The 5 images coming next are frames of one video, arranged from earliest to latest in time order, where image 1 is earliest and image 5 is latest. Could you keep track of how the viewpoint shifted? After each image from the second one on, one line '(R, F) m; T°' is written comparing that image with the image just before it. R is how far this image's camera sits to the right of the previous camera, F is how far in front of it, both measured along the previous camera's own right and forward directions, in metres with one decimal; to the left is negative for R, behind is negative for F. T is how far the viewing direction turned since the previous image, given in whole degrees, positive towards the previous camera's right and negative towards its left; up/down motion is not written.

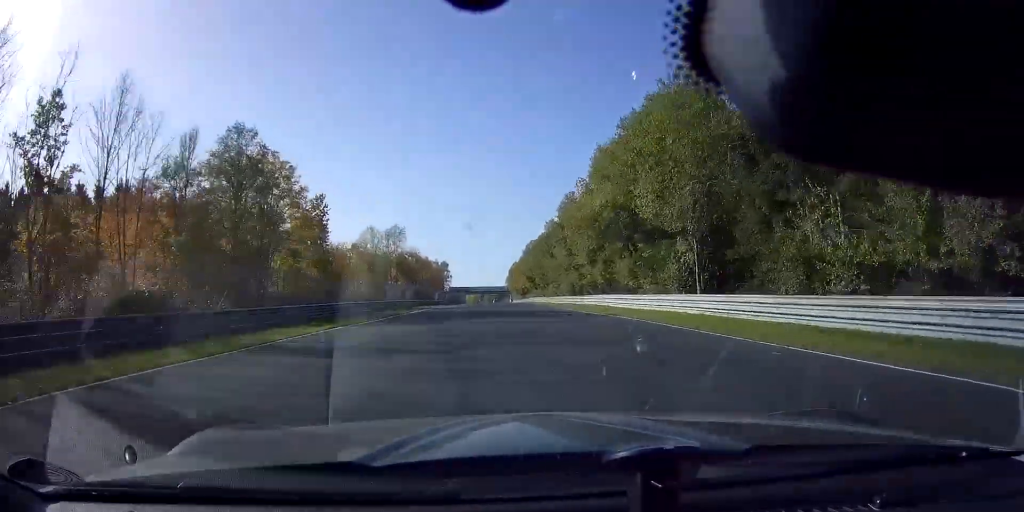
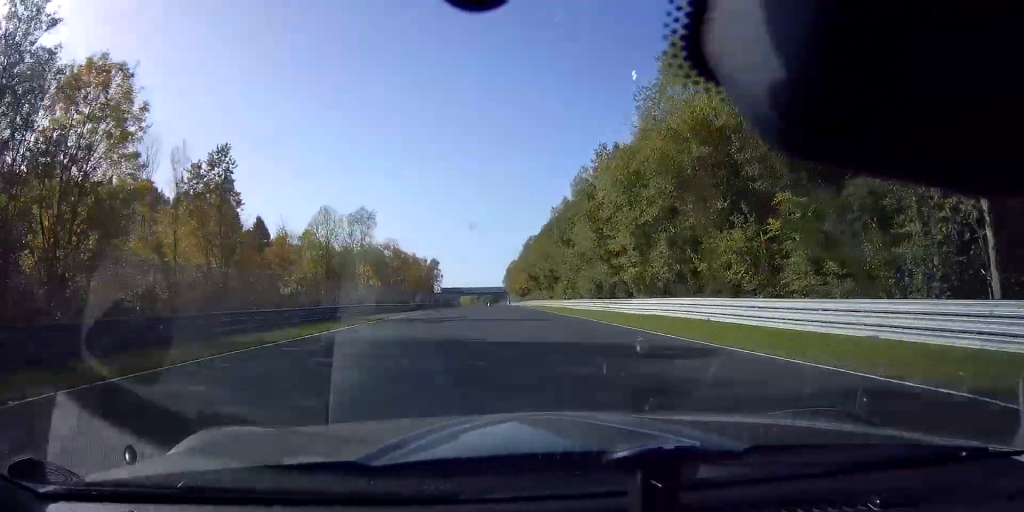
(+0.2, +21.4) m; 0°
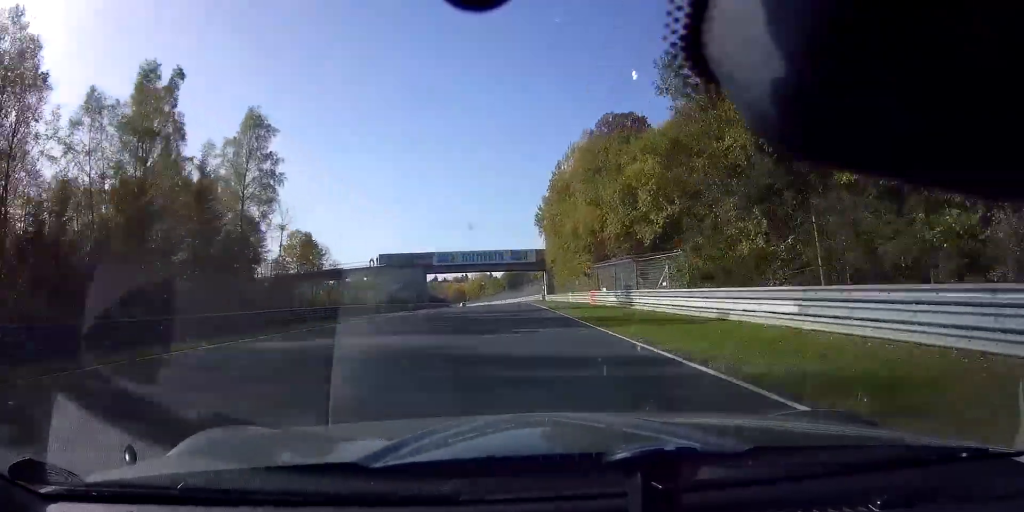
(-1.7, +141.5) m; -2°
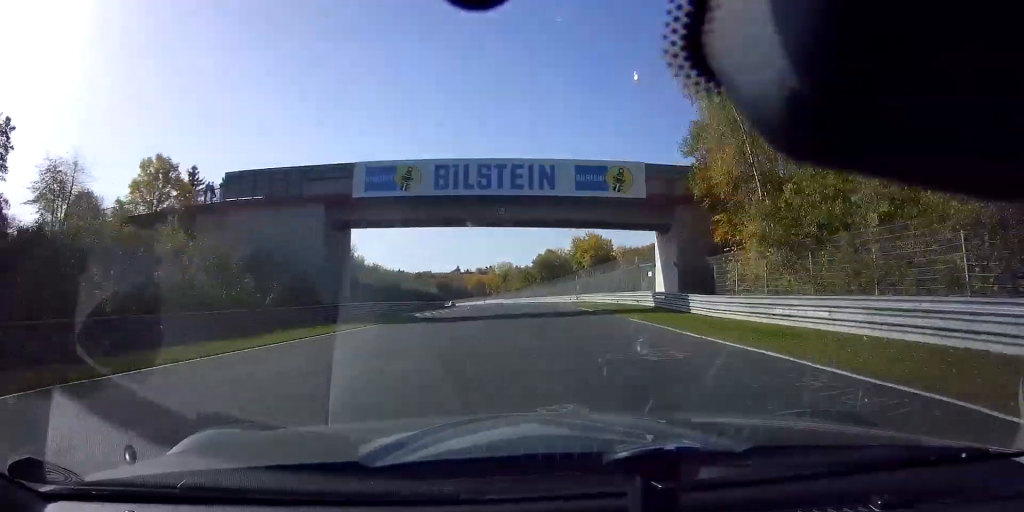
(-1.3, +61.8) m; -3°
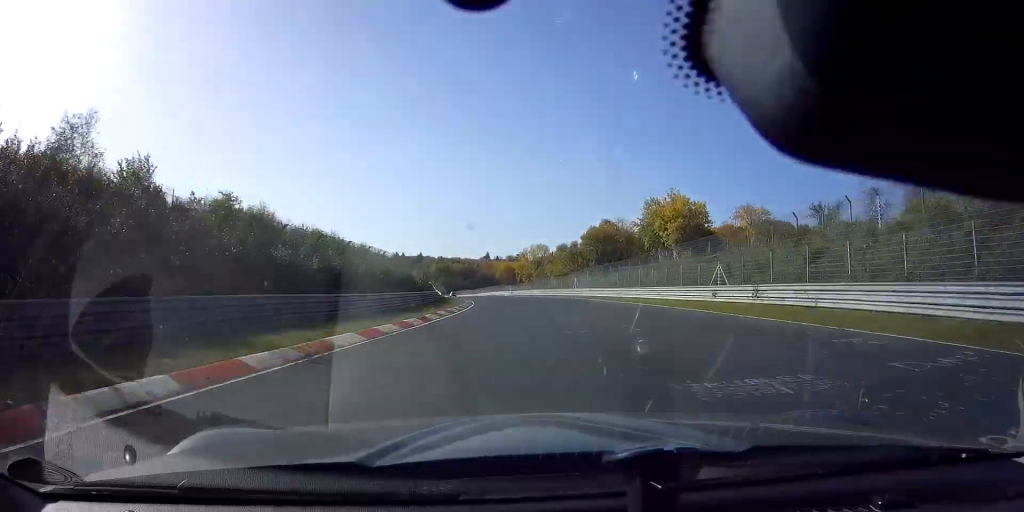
(-1.4, +48.6) m; -3°
